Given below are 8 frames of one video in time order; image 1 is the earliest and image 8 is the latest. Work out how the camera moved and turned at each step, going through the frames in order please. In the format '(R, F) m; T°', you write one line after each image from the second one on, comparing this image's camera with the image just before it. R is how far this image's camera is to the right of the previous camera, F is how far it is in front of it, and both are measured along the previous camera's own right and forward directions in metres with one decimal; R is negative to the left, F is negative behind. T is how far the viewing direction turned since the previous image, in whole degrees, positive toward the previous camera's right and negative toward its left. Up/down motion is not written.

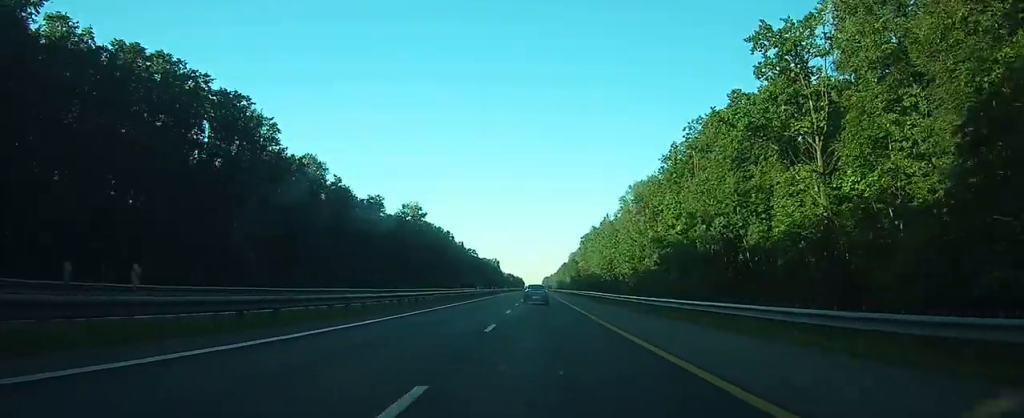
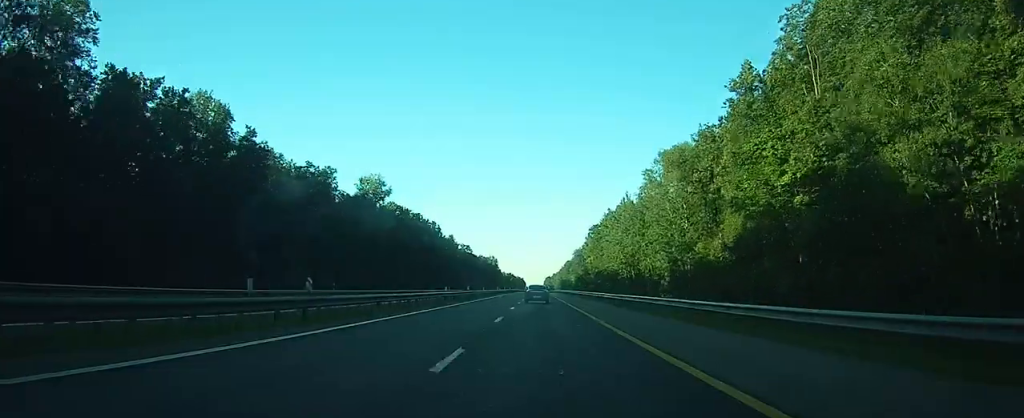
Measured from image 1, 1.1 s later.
(+0.1, +31.4) m; 0°
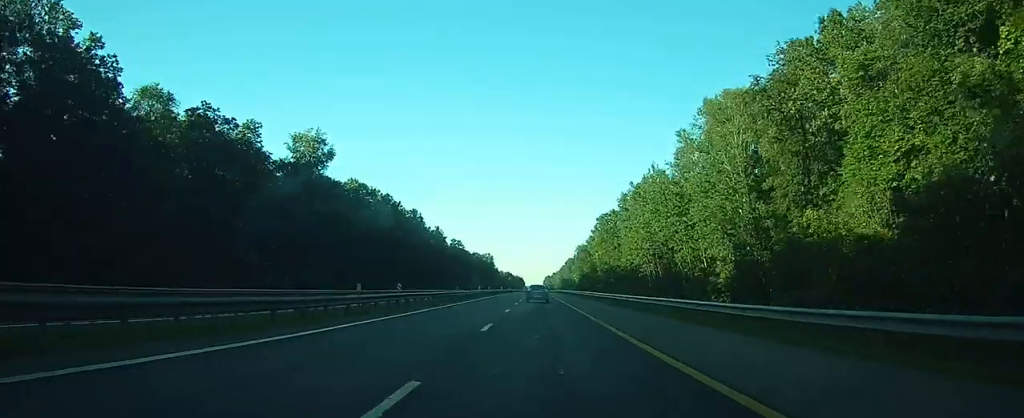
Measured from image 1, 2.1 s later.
(+0.1, +27.7) m; 0°
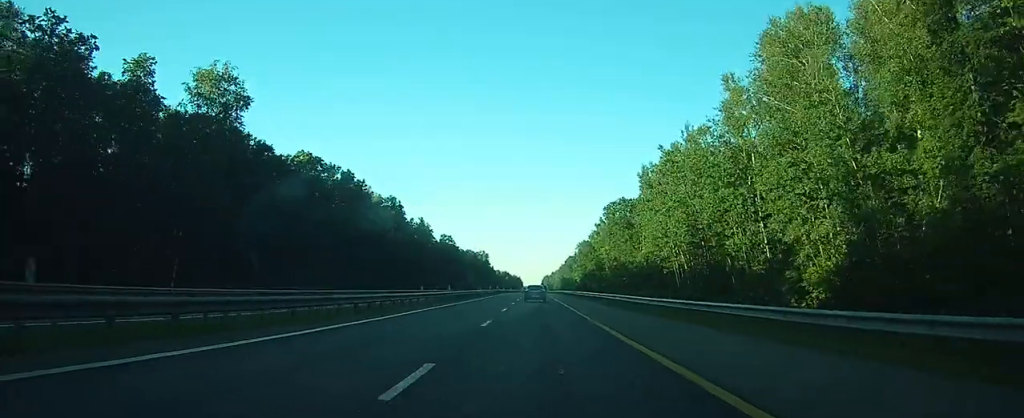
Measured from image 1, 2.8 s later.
(0.0, +22.1) m; 0°
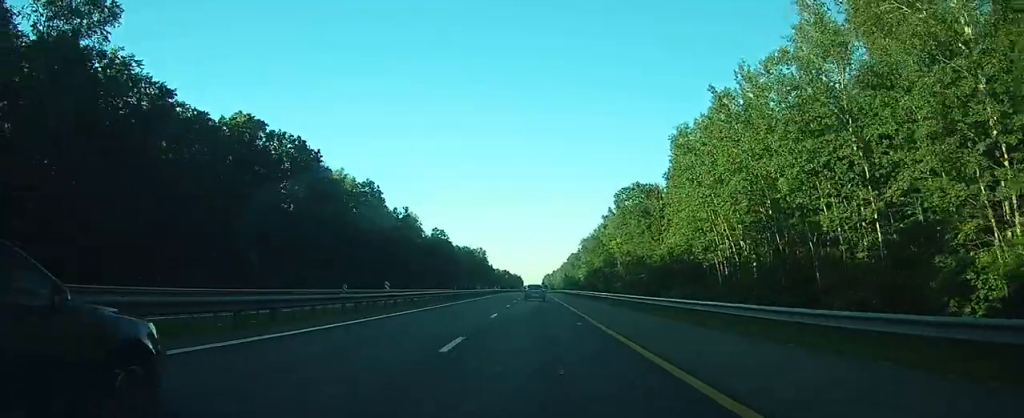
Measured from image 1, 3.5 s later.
(0.0, +19.3) m; 0°
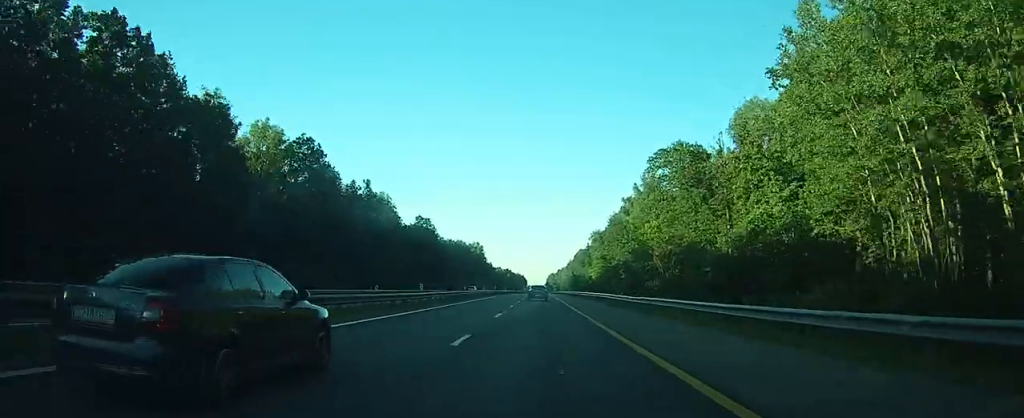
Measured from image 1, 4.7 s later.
(-0.1, +34.8) m; 0°
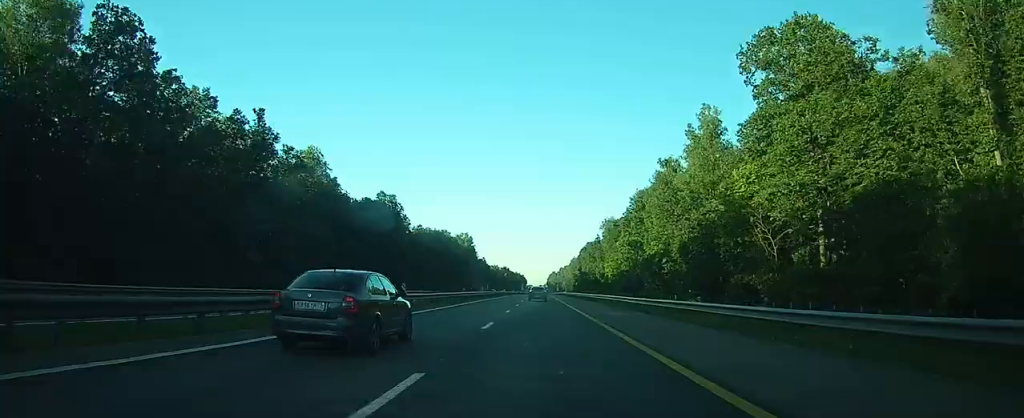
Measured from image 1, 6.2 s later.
(0.0, +42.7) m; 0°
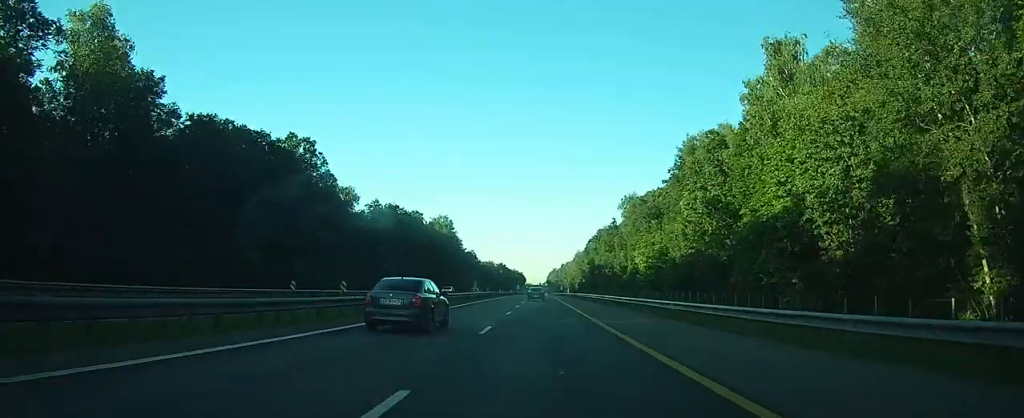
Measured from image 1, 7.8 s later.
(+0.1, +48.8) m; 0°
